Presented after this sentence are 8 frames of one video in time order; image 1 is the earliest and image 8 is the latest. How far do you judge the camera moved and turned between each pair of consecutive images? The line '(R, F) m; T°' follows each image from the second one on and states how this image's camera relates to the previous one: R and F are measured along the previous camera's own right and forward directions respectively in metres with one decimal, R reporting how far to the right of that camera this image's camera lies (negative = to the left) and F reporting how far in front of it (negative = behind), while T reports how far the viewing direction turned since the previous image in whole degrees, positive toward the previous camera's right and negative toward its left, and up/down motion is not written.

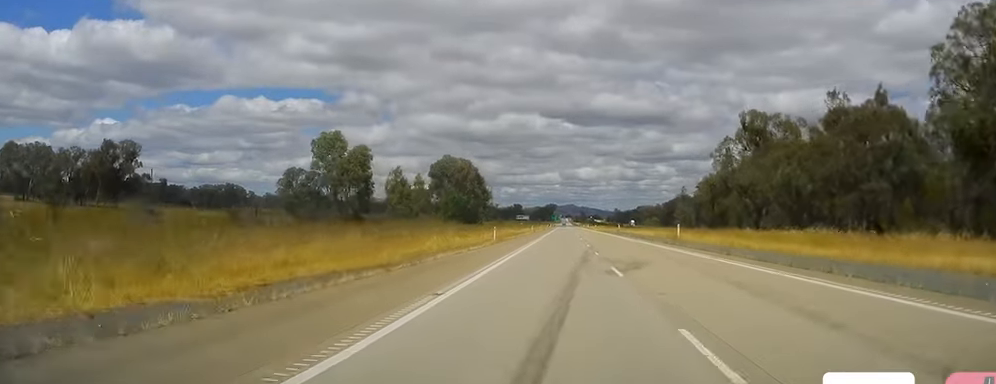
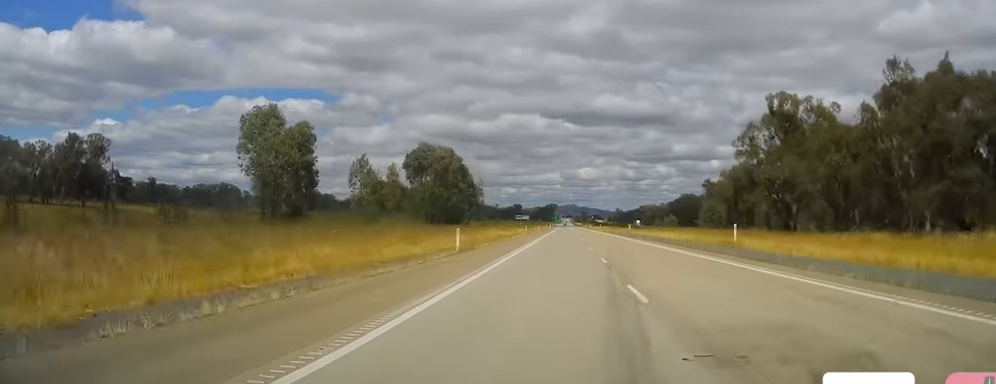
(0.0, +18.3) m; 0°
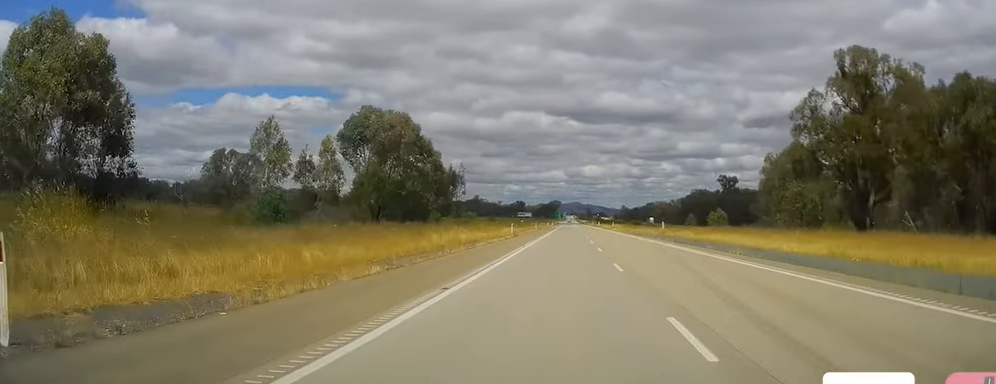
(+0.3, +29.7) m; 0°
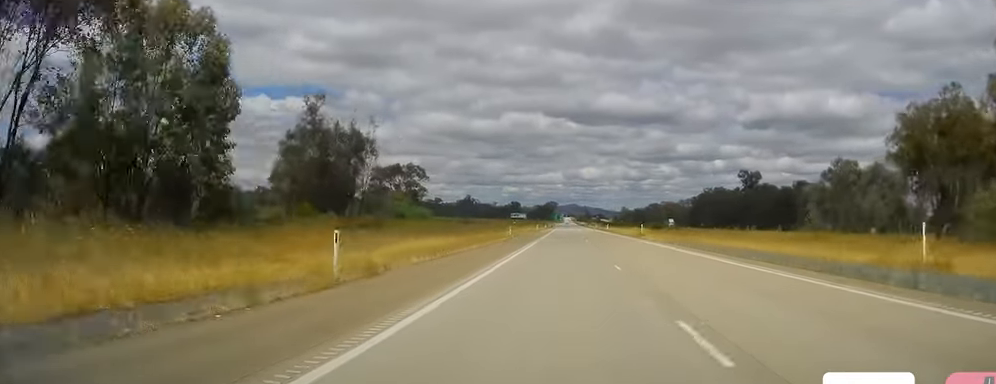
(-0.5, +48.7) m; -1°
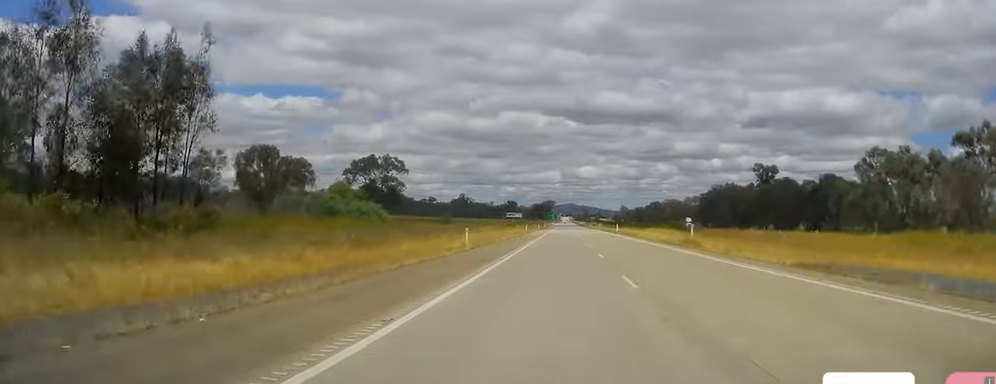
(0.0, +28.7) m; +1°
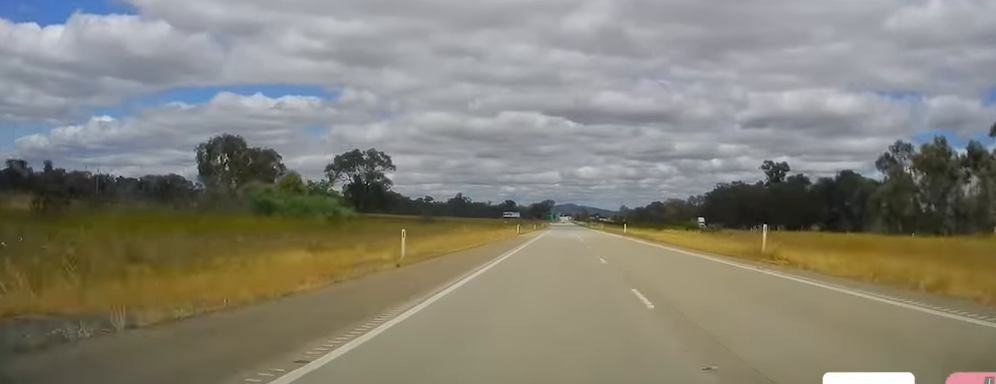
(+0.2, +15.3) m; 0°
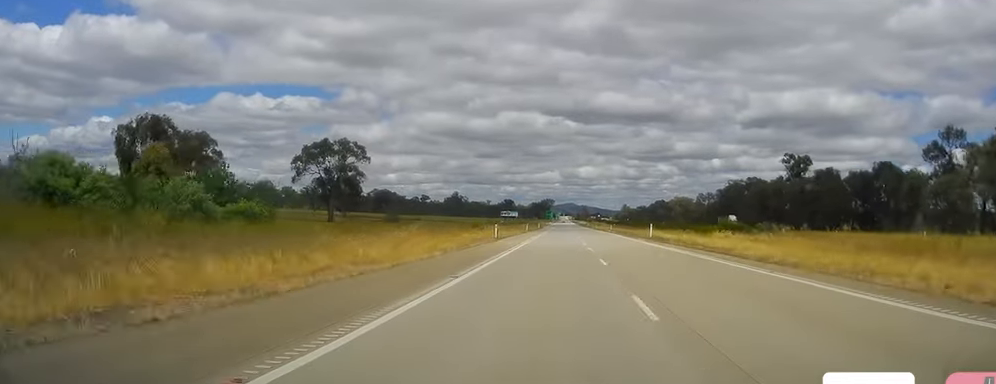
(+0.3, +25.9) m; 0°
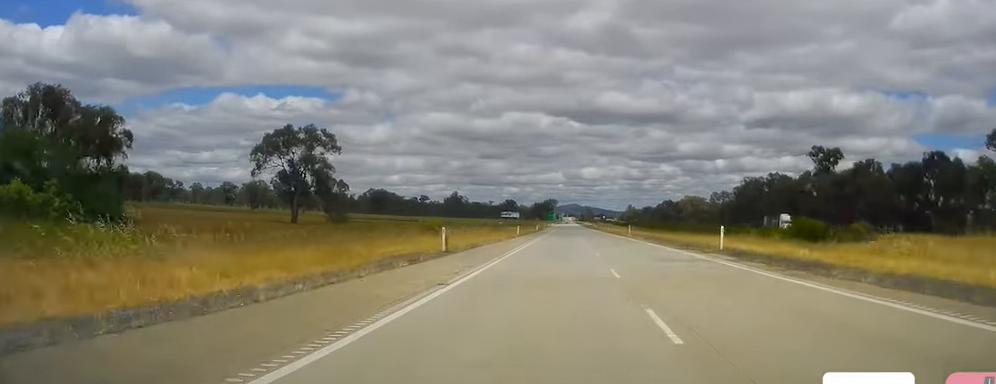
(-0.5, +25.9) m; -1°
